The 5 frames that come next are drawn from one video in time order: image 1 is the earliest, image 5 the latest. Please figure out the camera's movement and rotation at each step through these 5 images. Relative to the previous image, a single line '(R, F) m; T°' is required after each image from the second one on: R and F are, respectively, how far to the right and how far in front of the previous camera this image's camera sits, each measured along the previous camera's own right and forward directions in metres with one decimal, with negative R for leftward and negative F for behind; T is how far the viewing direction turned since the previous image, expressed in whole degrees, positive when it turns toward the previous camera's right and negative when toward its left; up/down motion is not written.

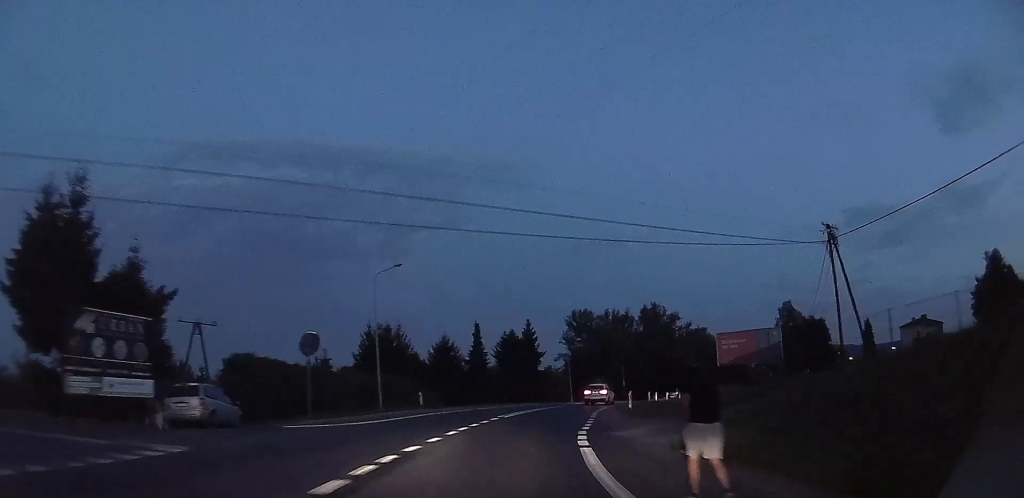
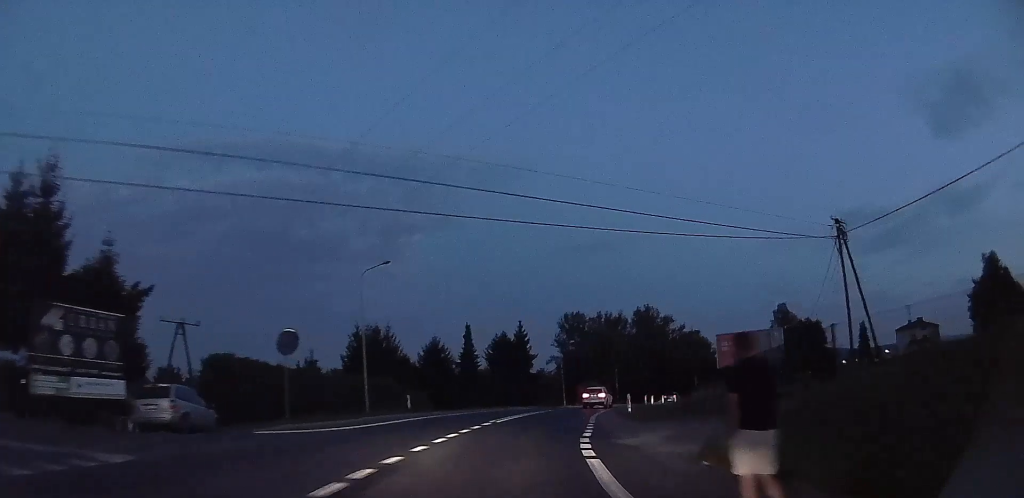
(+0.1, +7.7) m; +1°
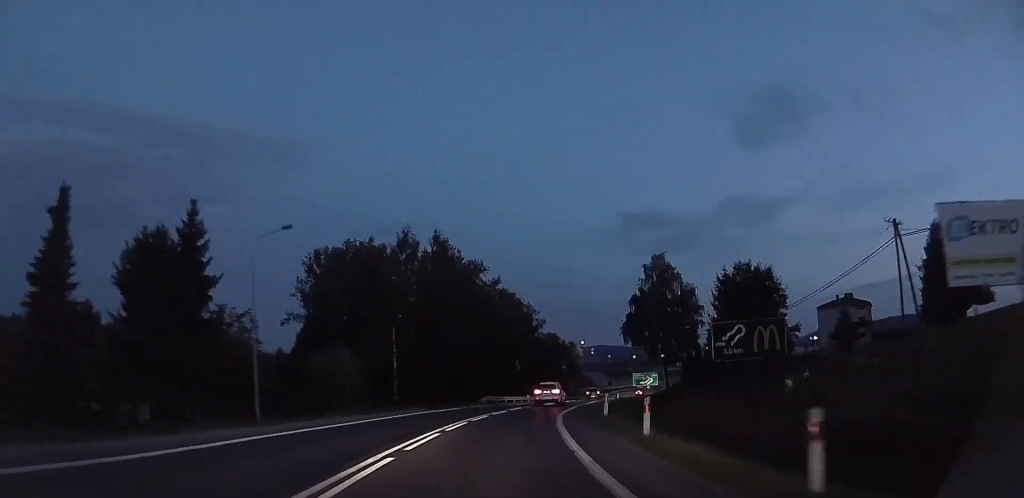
(0.0, +54.5) m; 0°
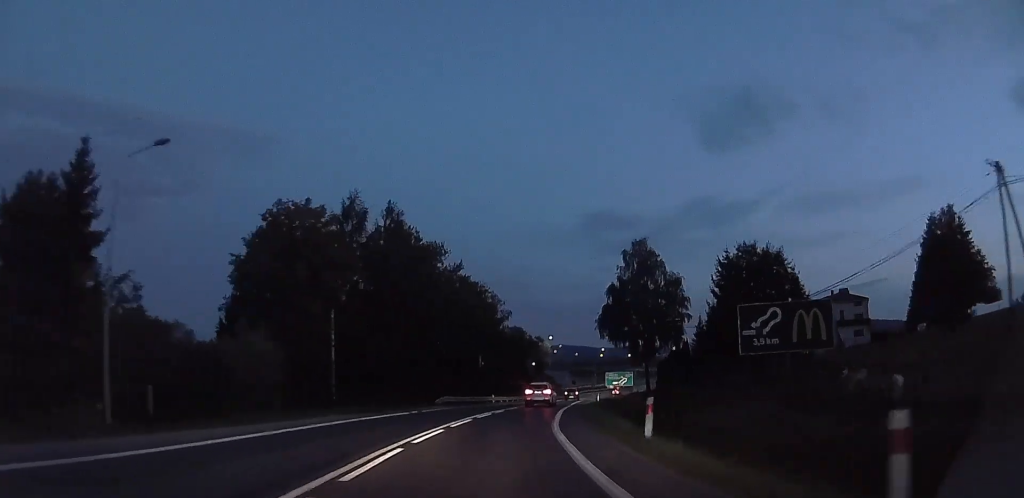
(0.0, +8.9) m; 0°
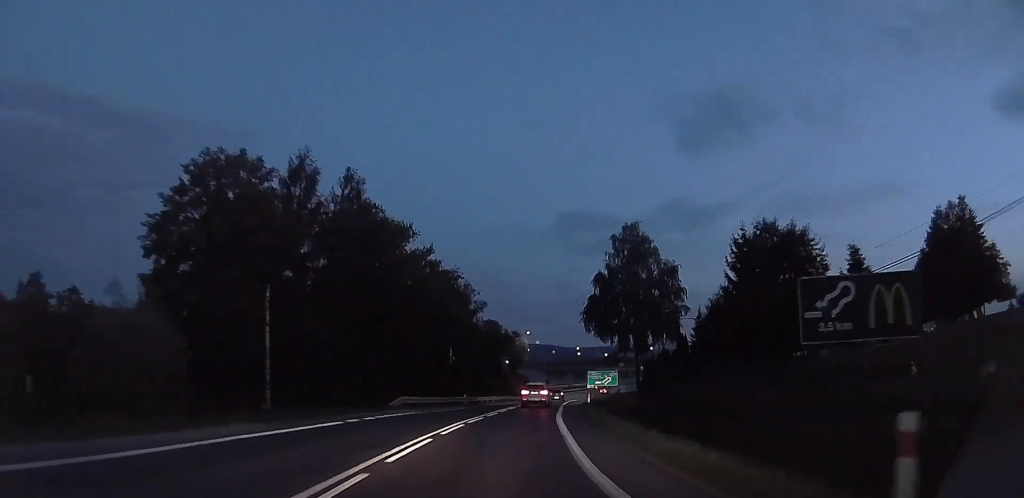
(0.0, +7.9) m; 0°
